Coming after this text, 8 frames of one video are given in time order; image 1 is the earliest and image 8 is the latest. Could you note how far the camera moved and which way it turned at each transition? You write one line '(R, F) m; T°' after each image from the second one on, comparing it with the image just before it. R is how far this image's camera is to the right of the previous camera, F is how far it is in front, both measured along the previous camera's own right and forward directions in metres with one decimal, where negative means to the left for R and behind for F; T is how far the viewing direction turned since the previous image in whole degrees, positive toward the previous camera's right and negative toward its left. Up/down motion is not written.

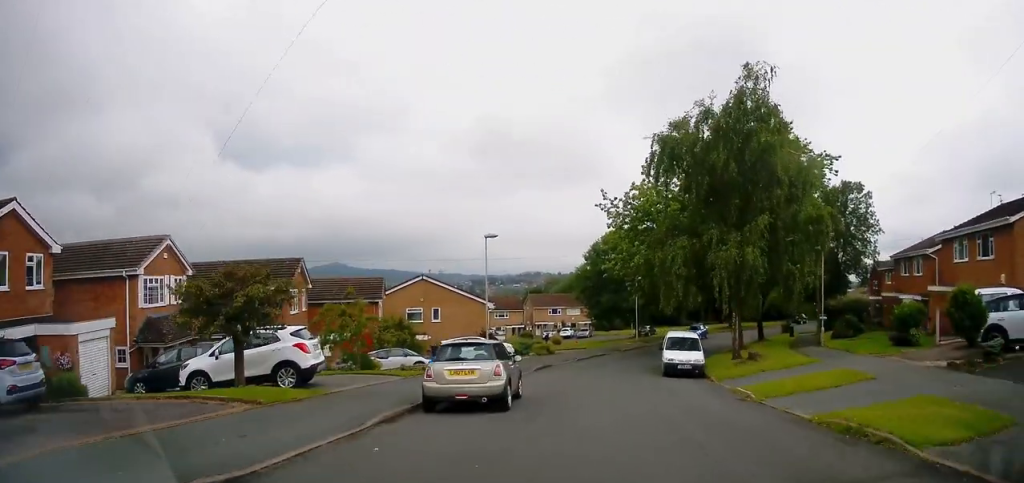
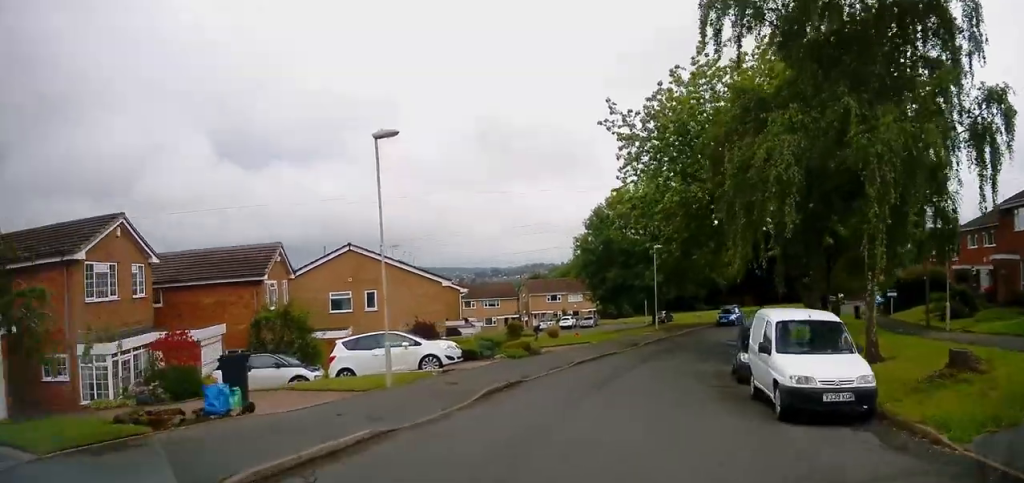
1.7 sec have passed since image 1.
(+1.0, +14.7) m; +2°
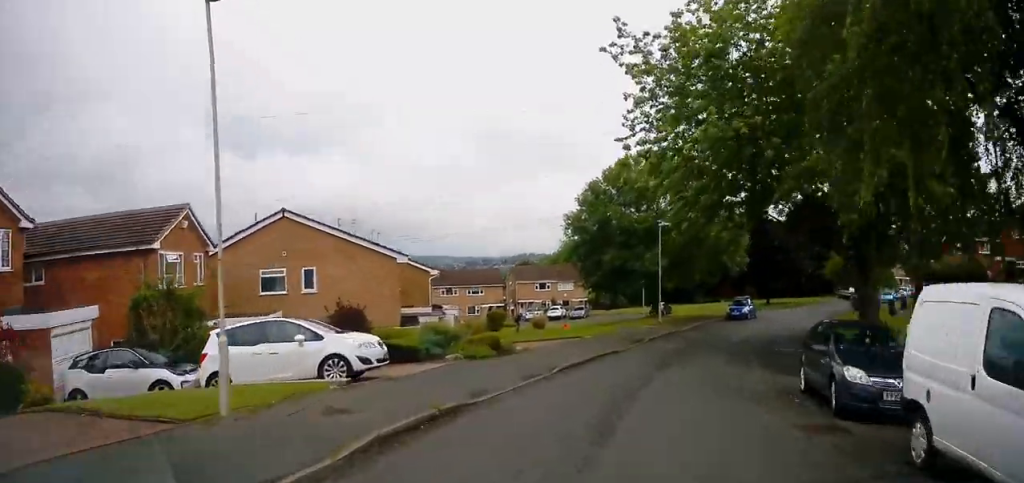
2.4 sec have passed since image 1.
(-0.1, +6.5) m; 0°
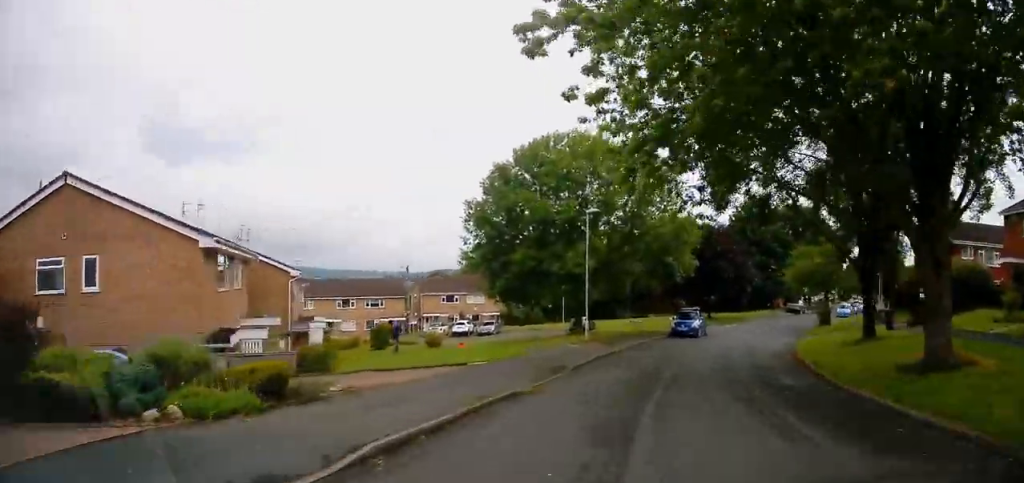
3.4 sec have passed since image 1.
(0.0, +8.8) m; +6°
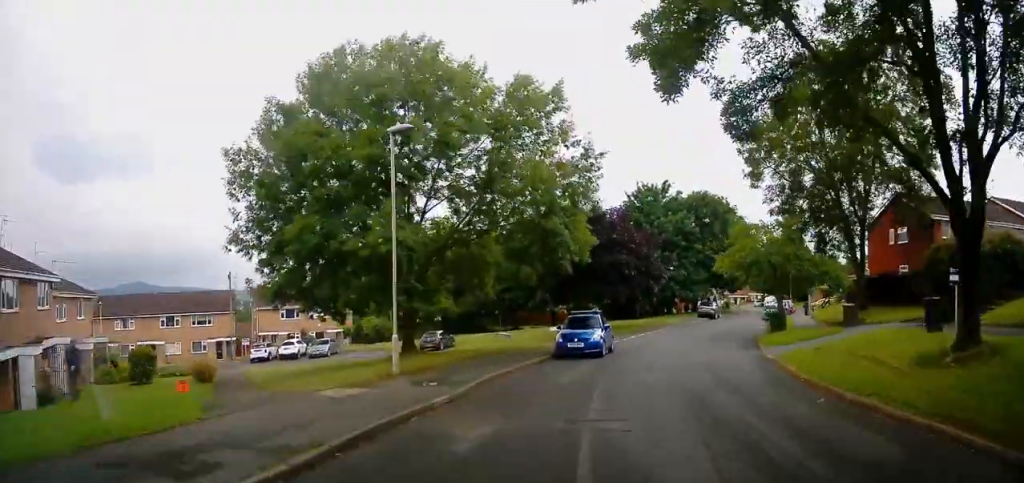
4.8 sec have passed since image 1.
(+1.6, +13.2) m; +12°
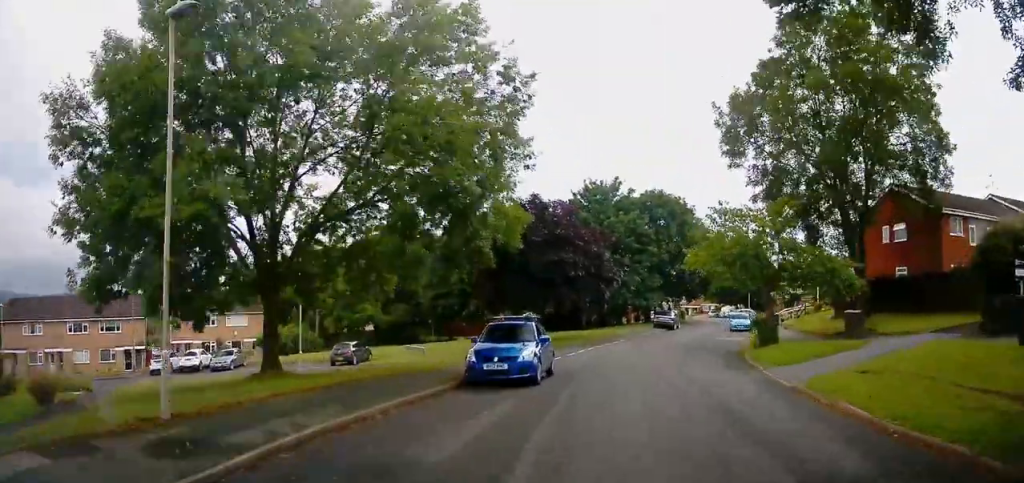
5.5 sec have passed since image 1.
(+0.3, +6.6) m; +5°
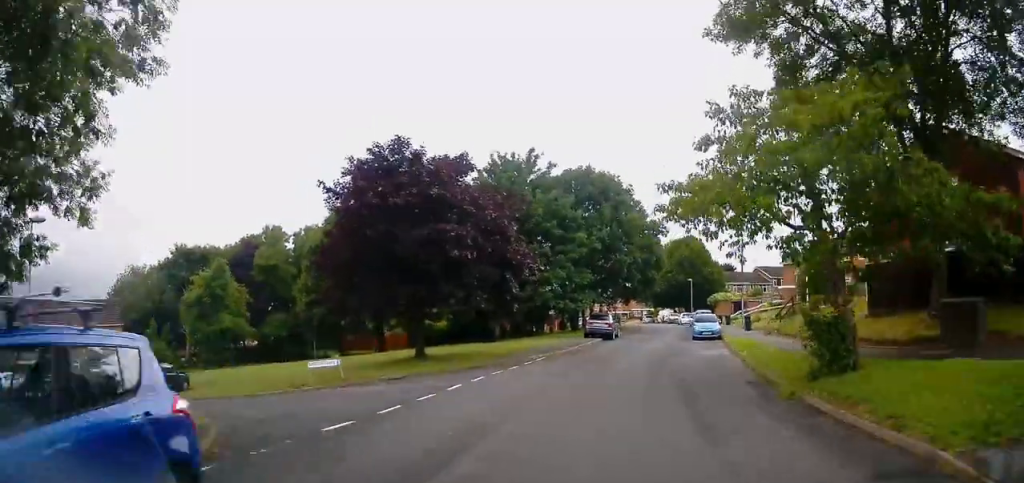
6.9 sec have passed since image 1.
(+1.1, +12.9) m; +7°
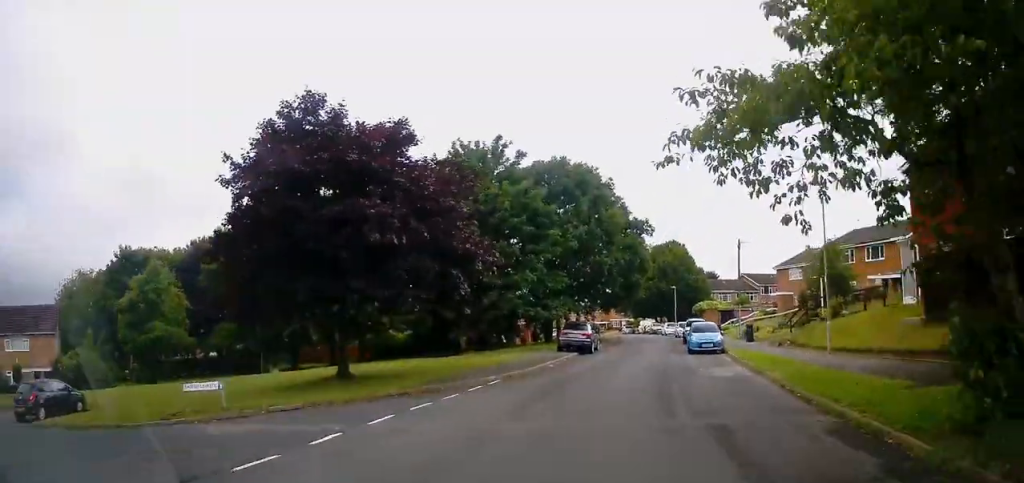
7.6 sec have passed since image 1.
(0.0, +6.1) m; +2°
